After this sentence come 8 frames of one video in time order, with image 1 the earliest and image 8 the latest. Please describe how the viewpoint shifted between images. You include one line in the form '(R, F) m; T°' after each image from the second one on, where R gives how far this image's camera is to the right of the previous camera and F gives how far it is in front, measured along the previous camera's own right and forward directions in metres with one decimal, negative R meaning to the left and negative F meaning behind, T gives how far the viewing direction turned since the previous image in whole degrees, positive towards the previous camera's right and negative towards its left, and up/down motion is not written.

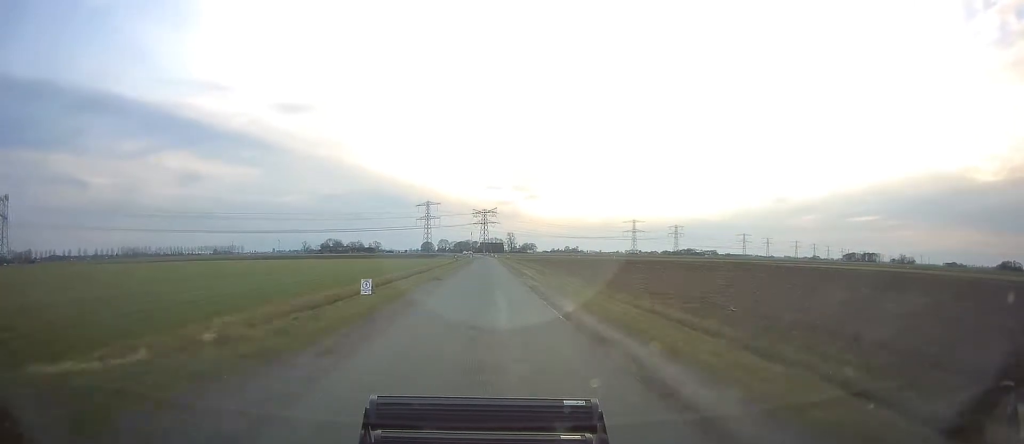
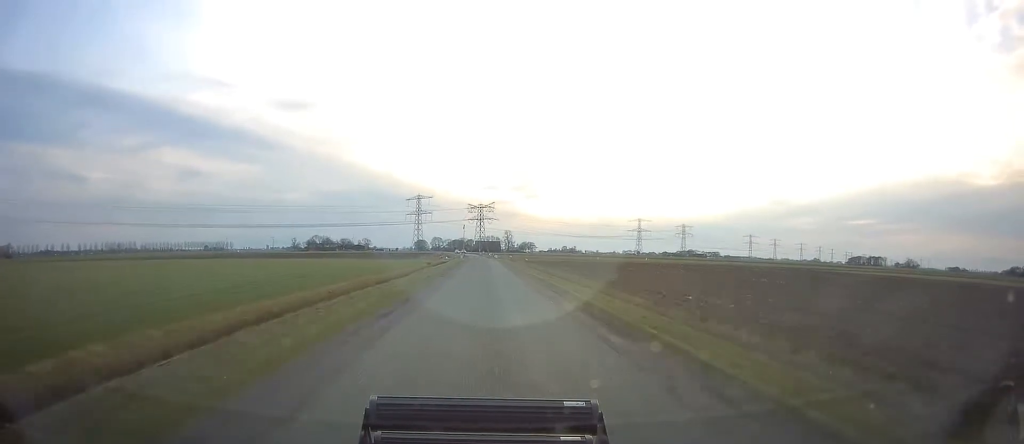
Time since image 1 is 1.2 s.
(+0.3, +41.8) m; 0°
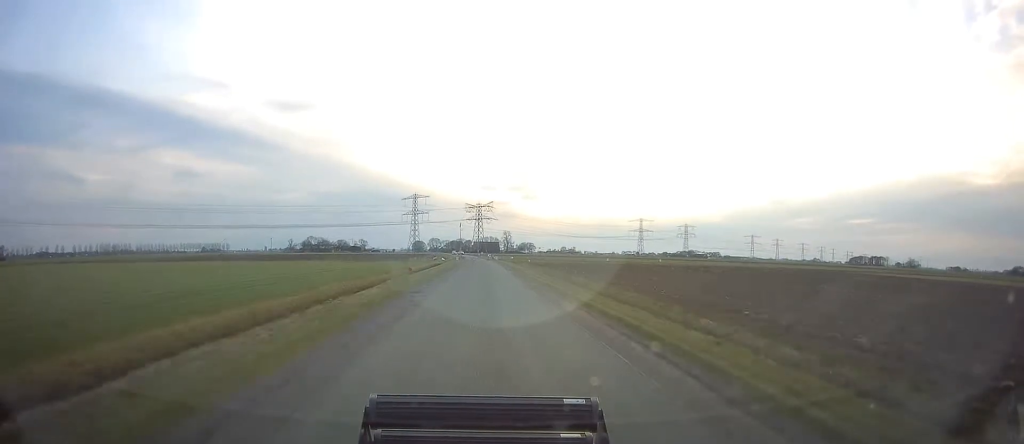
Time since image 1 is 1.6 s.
(+0.1, +13.8) m; 0°
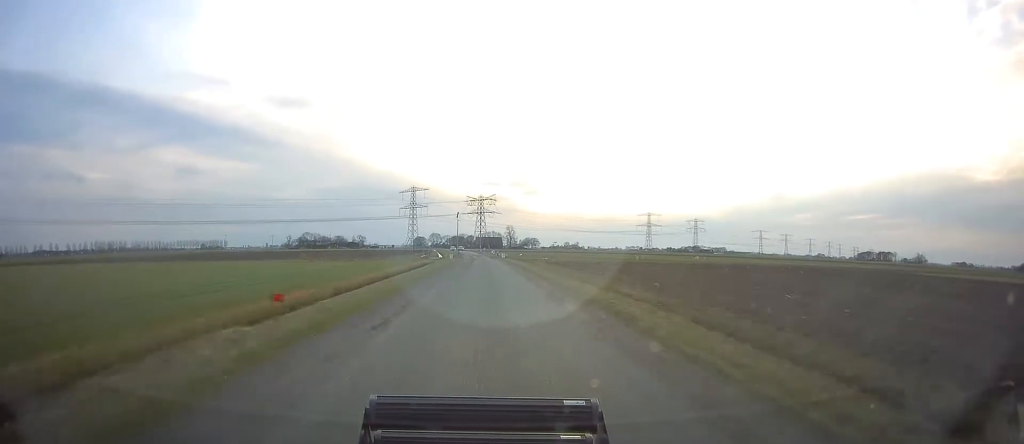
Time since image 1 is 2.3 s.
(-0.2, +22.1) m; 0°
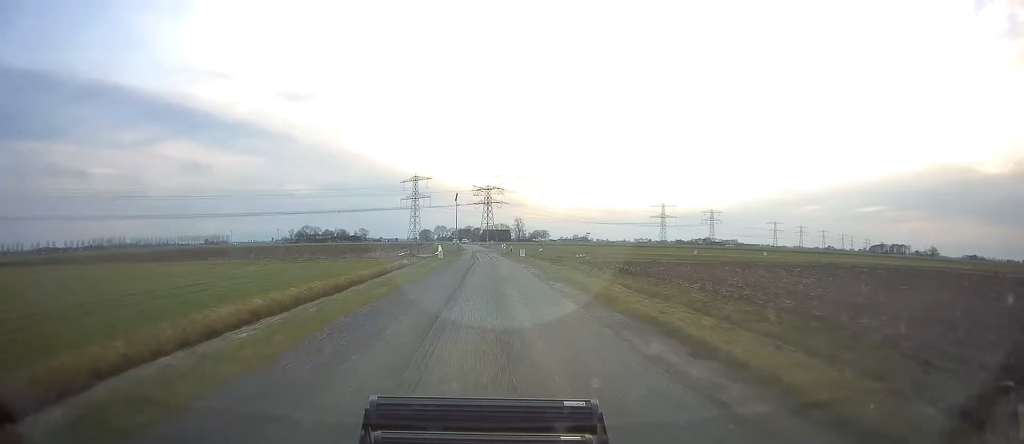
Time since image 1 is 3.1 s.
(-0.1, +26.4) m; 0°
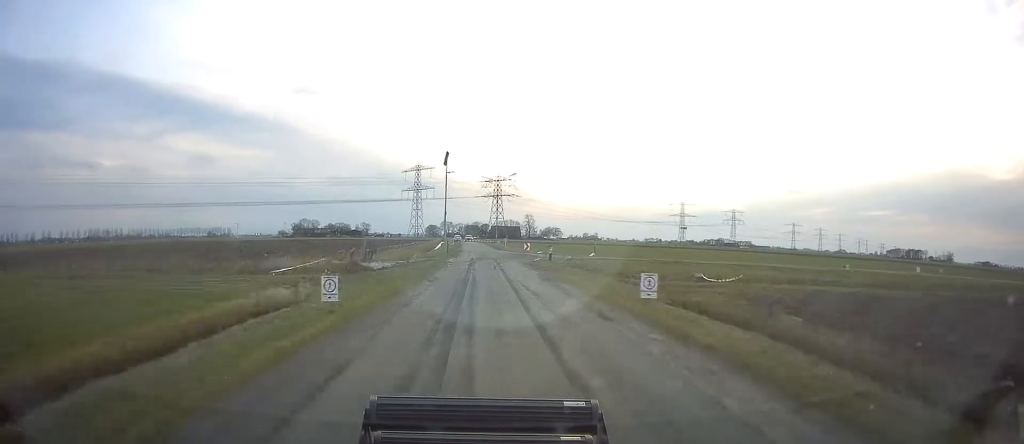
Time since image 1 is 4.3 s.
(0.0, +35.4) m; -1°
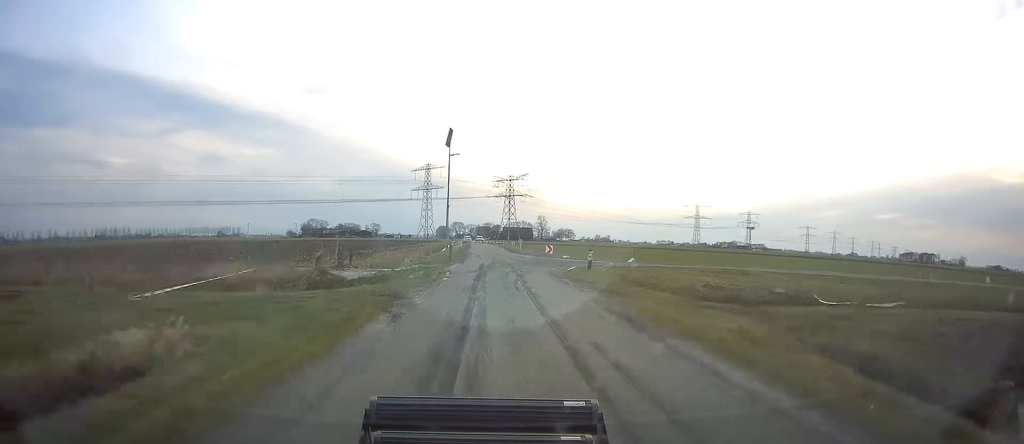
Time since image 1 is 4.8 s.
(0.0, +9.5) m; 0°
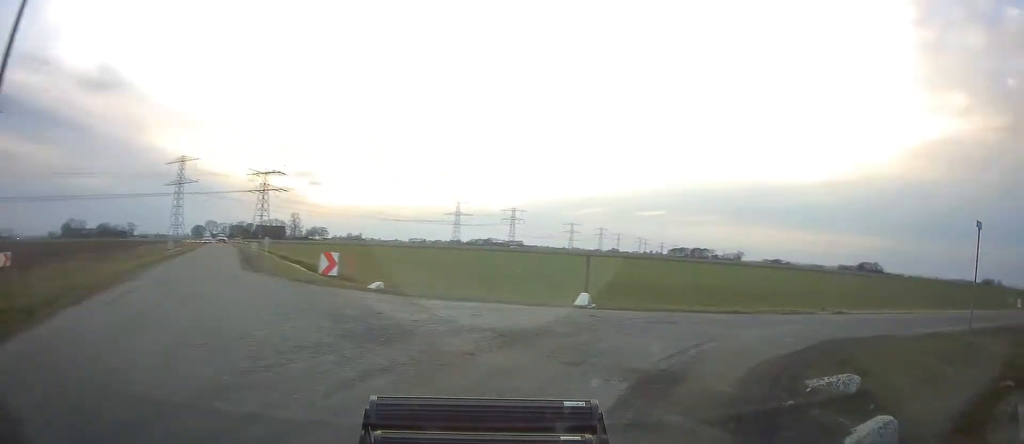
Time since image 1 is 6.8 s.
(+2.5, +28.9) m; +33°
